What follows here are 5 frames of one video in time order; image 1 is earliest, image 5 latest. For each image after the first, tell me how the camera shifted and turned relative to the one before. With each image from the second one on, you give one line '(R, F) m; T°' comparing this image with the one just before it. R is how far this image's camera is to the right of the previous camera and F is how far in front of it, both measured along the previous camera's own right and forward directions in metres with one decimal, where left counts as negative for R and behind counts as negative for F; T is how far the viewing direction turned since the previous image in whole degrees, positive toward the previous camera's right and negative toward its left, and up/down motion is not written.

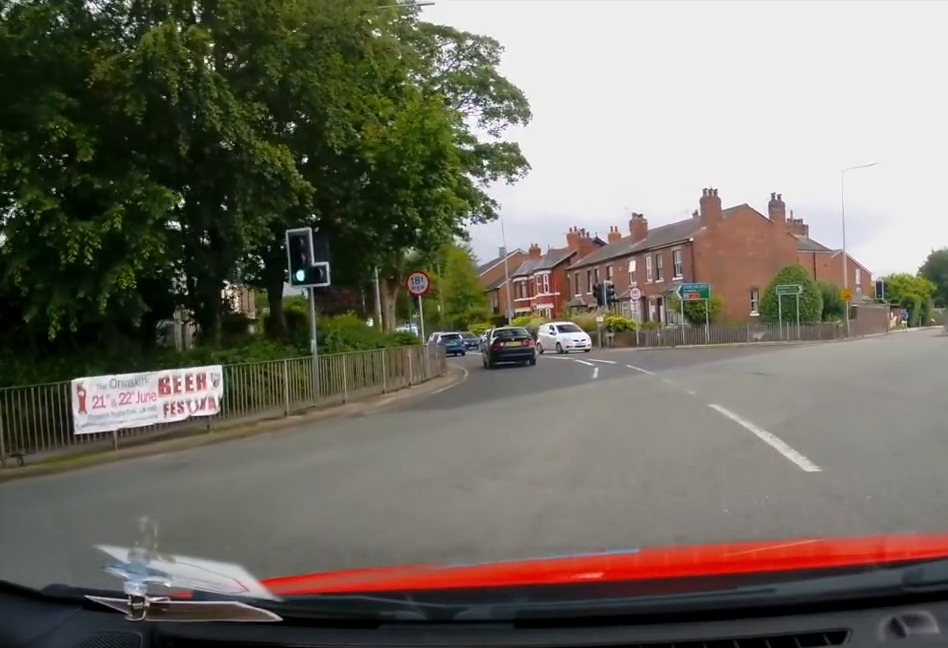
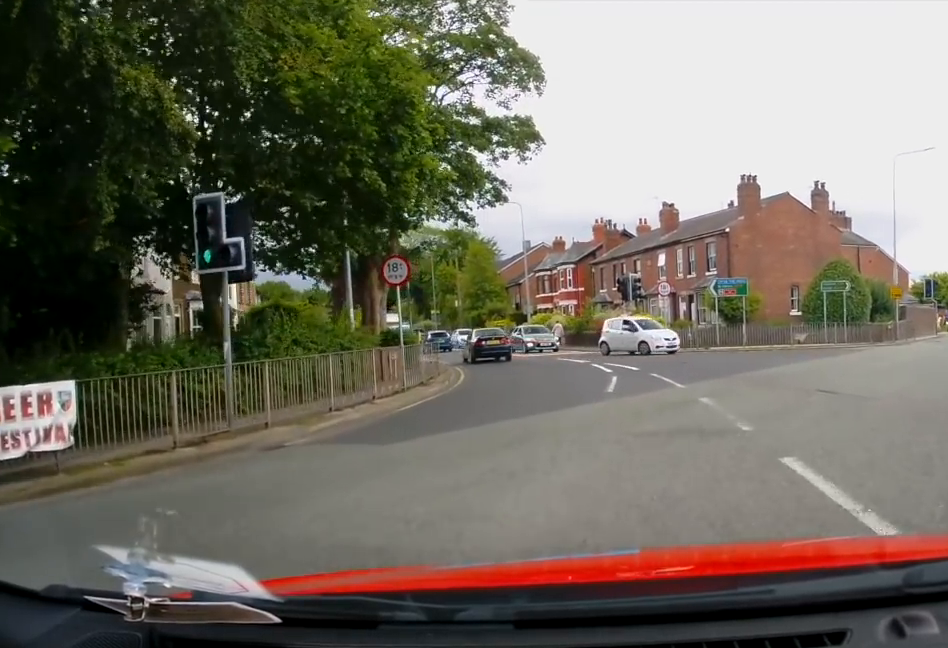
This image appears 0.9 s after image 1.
(-0.2, +4.2) m; -1°
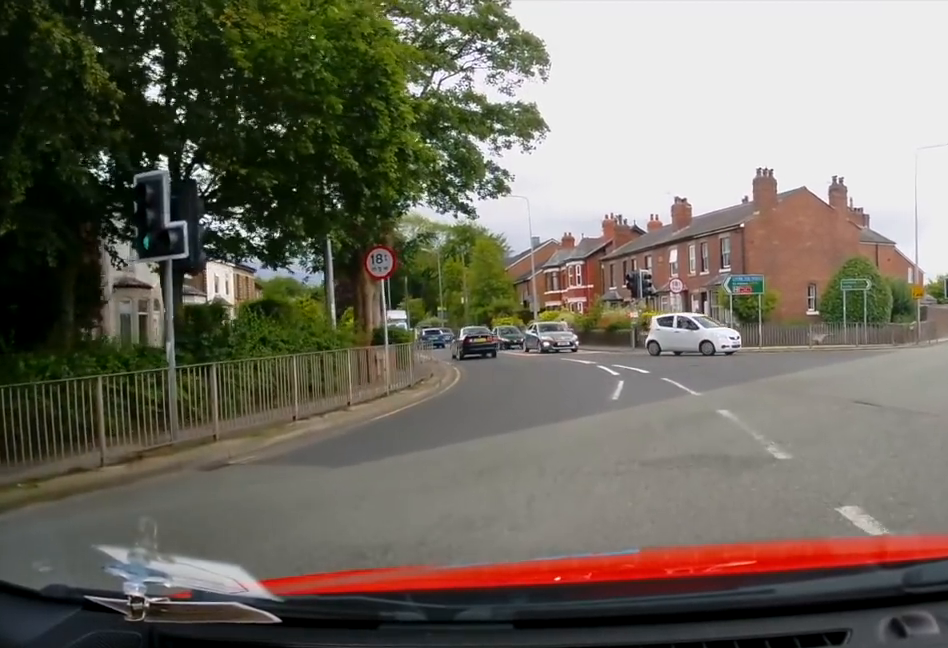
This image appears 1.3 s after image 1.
(-0.1, +1.9) m; +1°
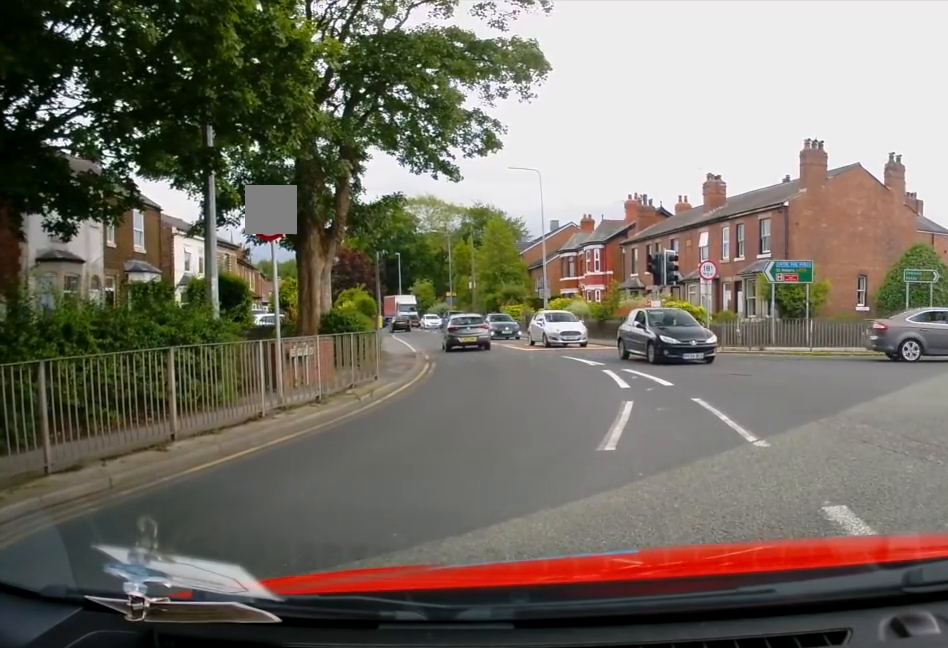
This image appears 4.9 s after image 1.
(+0.2, +6.3) m; -5°
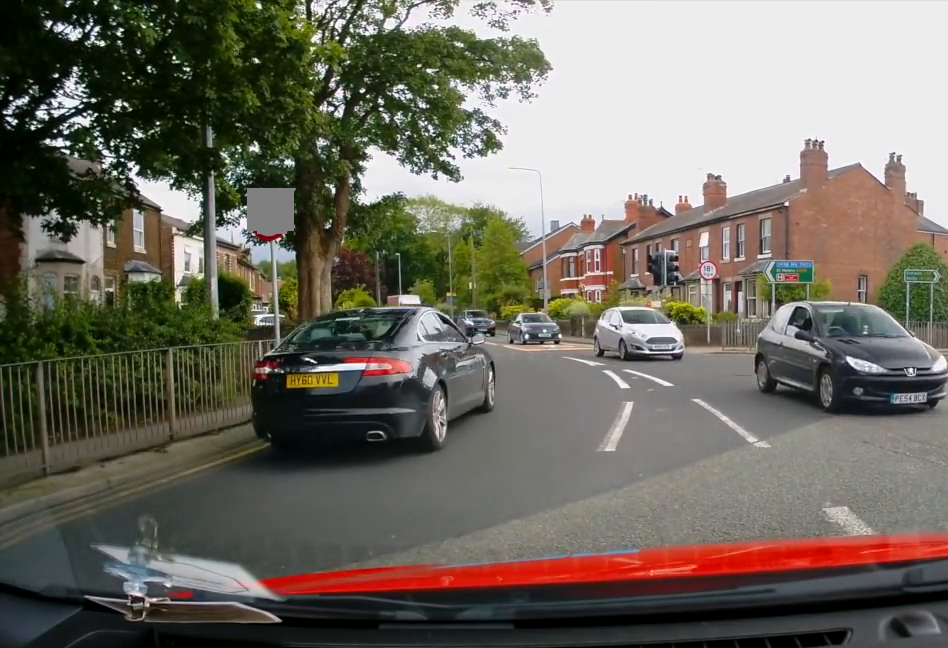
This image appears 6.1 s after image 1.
(+0.3, +0.1) m; 0°
